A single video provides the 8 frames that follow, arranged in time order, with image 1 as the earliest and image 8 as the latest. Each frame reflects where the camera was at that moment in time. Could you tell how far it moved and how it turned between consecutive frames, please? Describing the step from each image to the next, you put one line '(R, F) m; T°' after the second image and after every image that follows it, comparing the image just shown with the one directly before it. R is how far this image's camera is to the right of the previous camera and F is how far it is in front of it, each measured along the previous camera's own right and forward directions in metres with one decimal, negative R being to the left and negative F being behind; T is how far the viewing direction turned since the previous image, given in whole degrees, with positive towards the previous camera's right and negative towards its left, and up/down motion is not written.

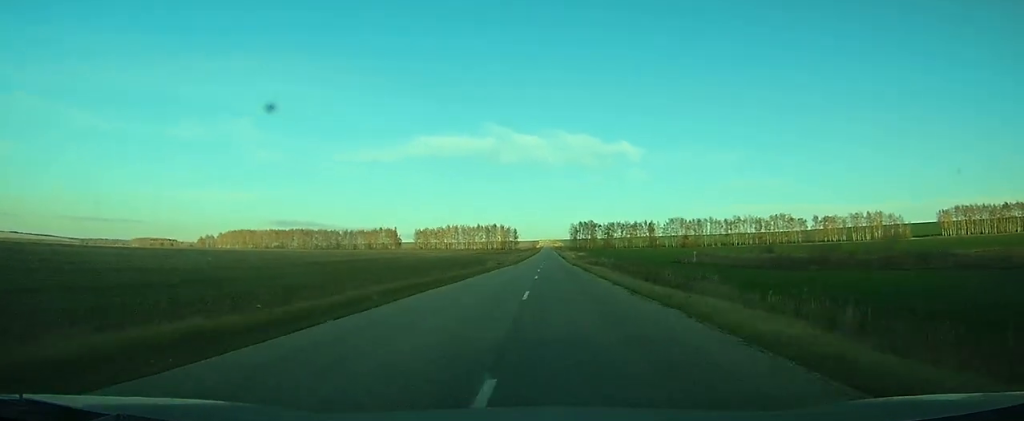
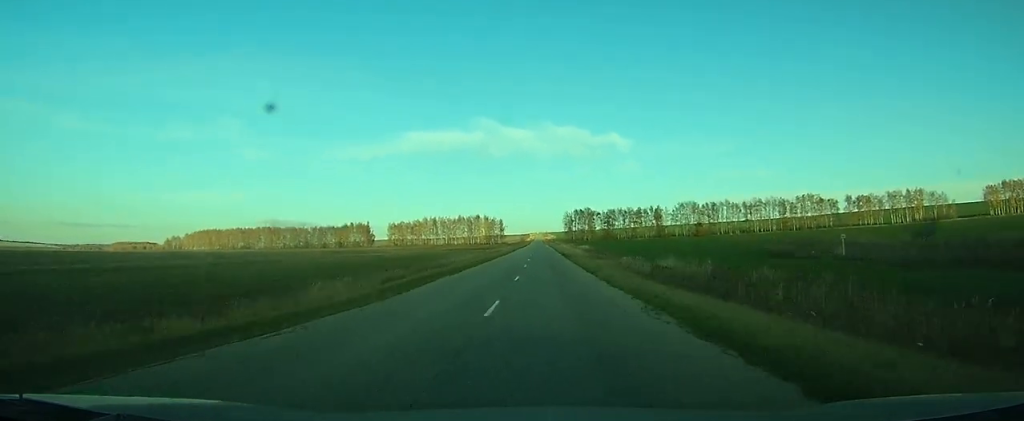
(+0.3, +50.8) m; 0°
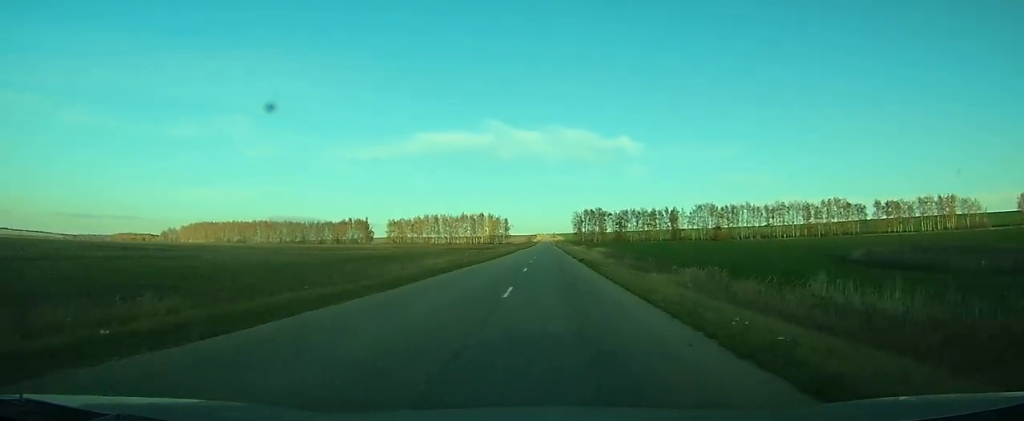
(0.0, +19.9) m; 0°
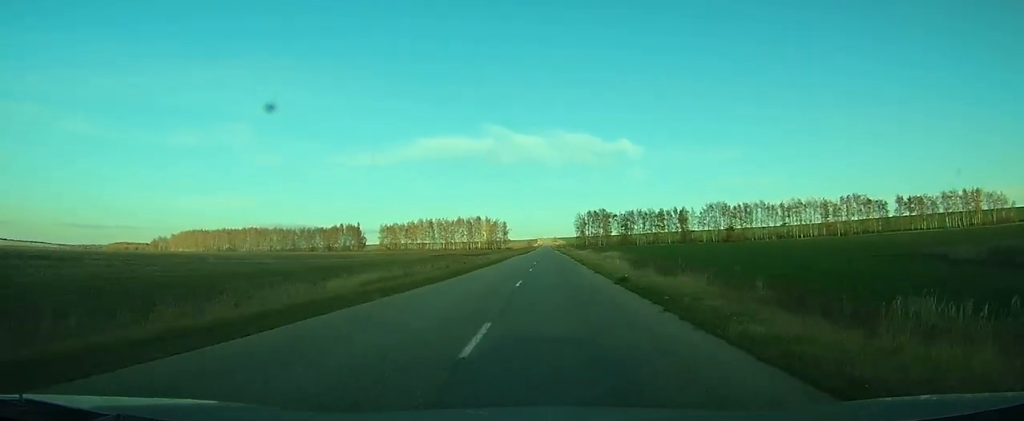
(-0.1, +18.3) m; 0°
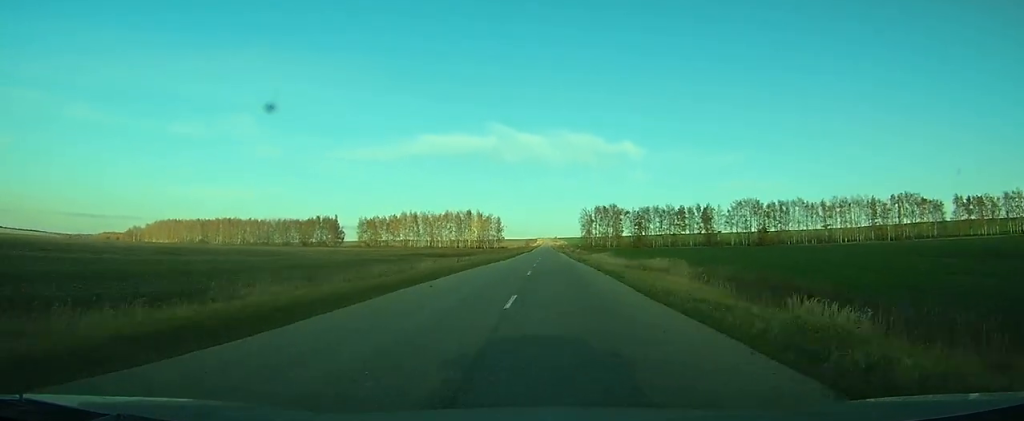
(-0.1, +42.2) m; 0°
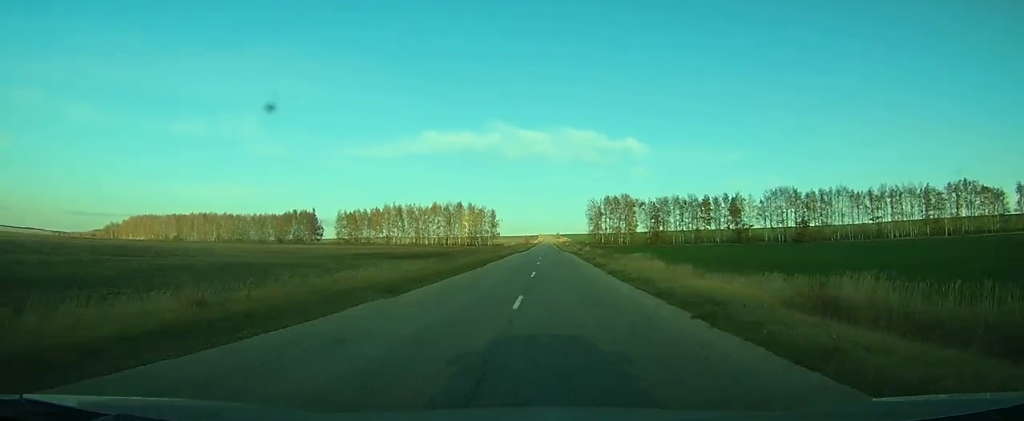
(0.0, +37.5) m; 0°
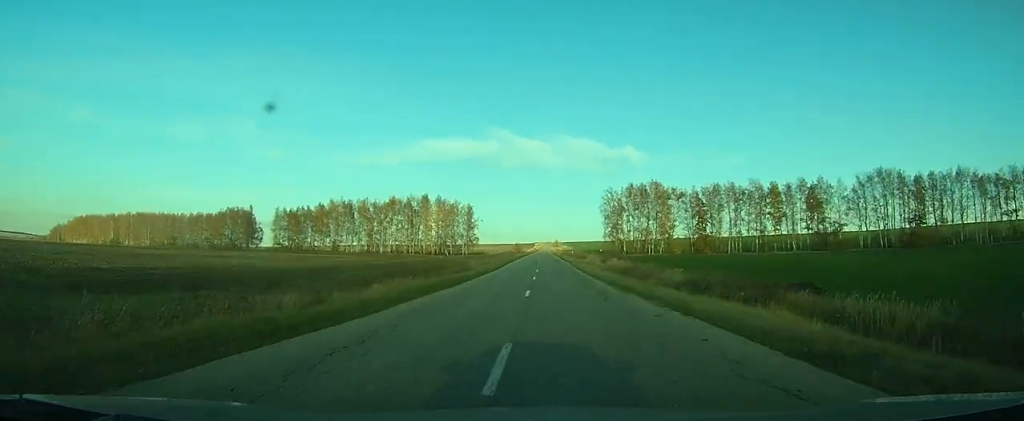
(-0.2, +67.8) m; 0°
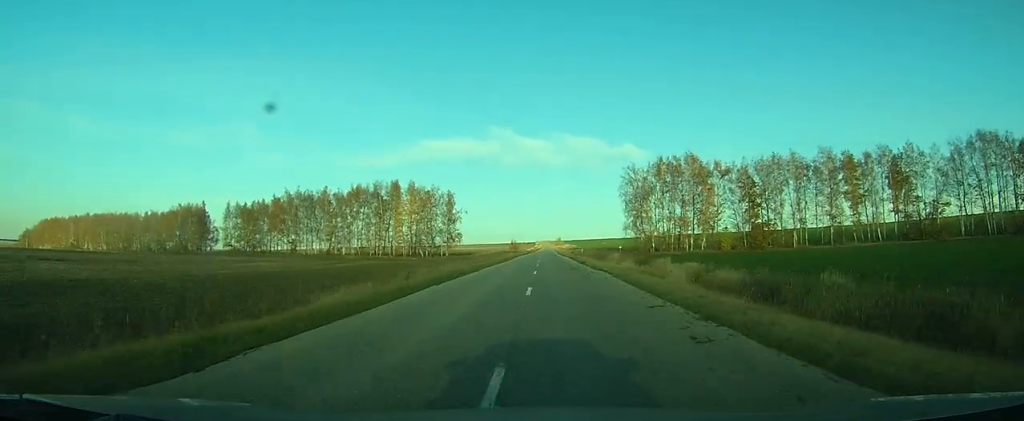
(0.0, +36.7) m; 0°
